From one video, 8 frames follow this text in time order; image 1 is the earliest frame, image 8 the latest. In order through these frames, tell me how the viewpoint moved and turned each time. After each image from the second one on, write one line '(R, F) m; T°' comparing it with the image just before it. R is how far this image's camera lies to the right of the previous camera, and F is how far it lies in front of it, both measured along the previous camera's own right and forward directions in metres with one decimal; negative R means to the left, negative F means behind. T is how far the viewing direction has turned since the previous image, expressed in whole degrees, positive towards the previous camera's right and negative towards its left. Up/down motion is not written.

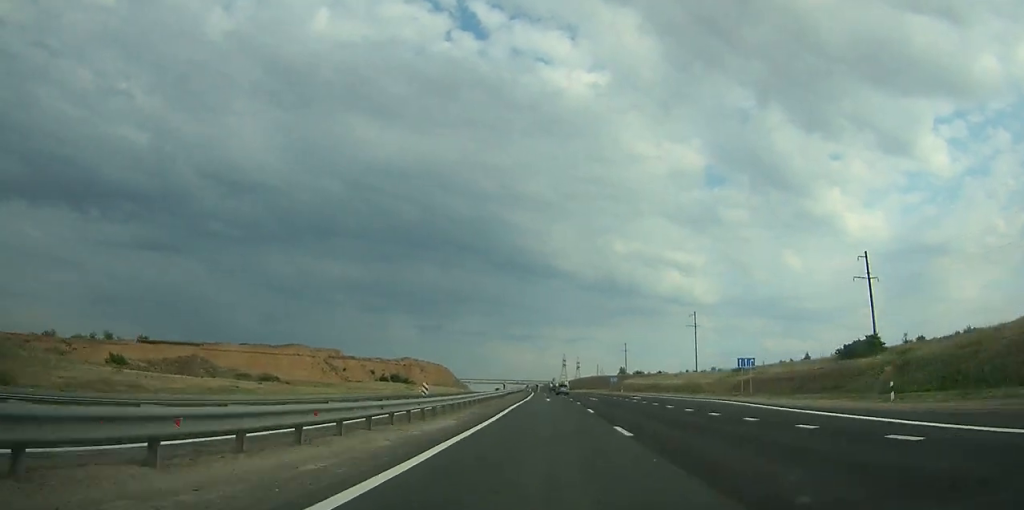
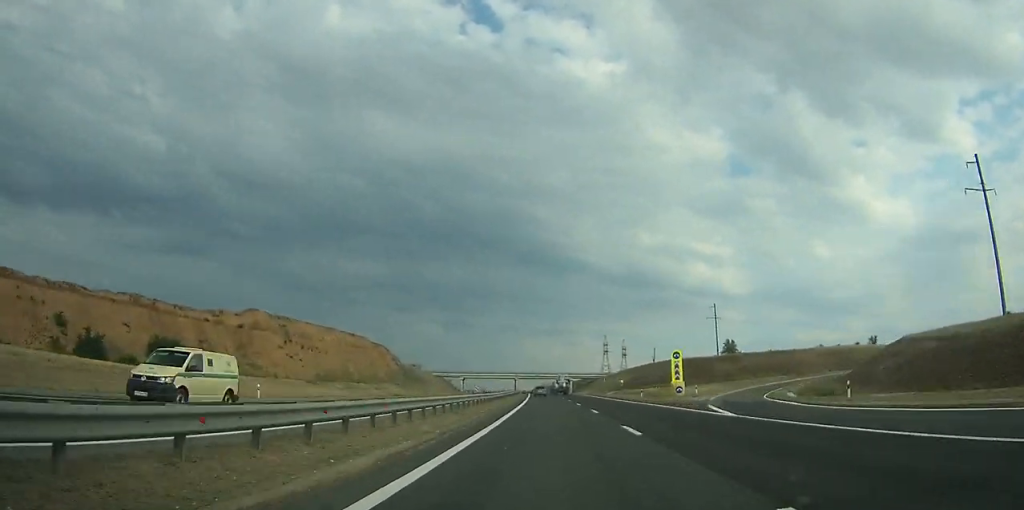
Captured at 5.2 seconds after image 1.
(-4.0, +145.5) m; -3°
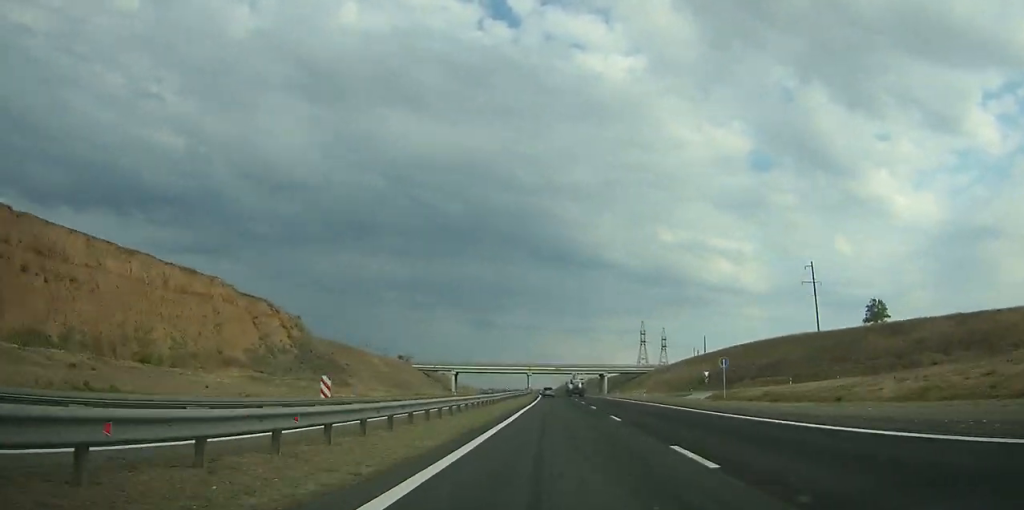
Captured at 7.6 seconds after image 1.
(-1.0, +67.2) m; -2°
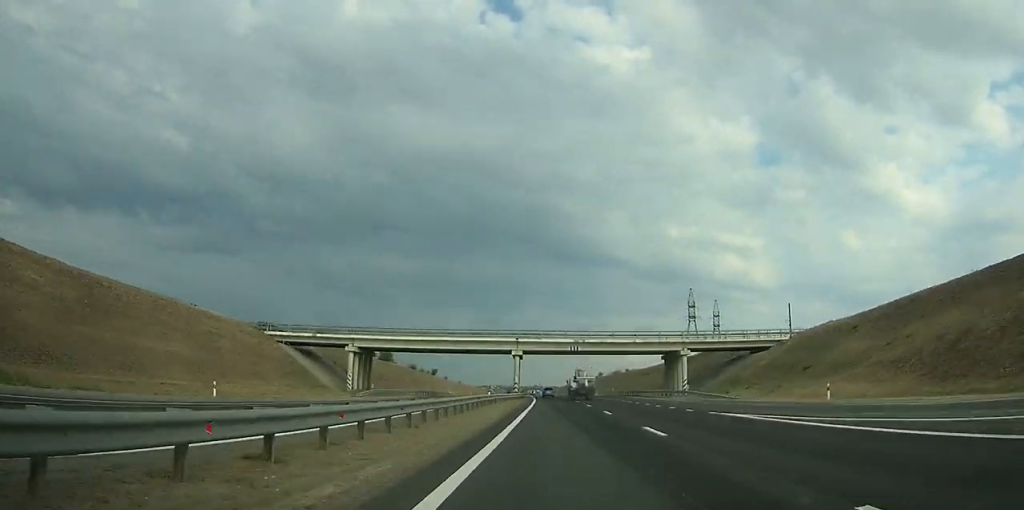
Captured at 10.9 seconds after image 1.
(-1.6, +89.8) m; -2°
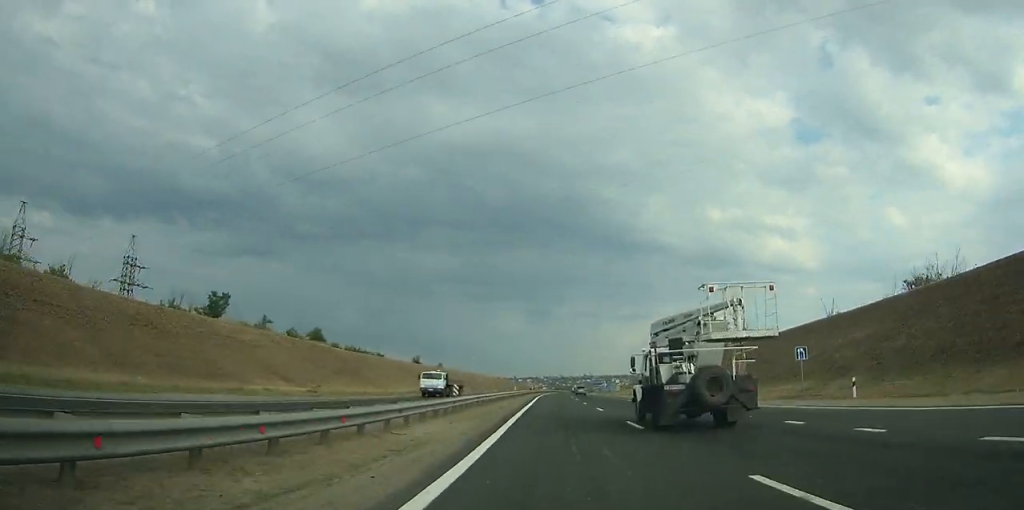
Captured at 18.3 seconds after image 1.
(-8.1, +200.8) m; -4°
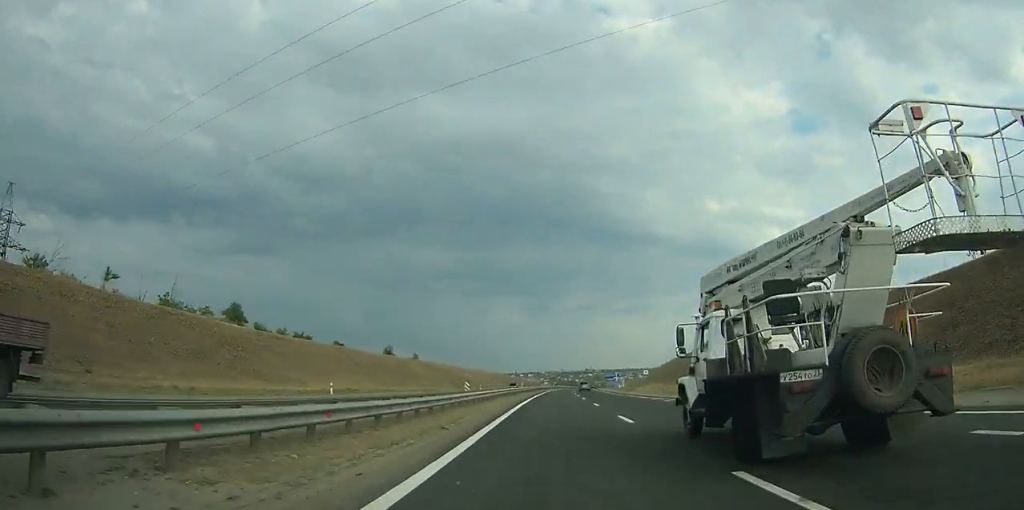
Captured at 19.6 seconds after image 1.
(-0.1, +36.9) m; 0°
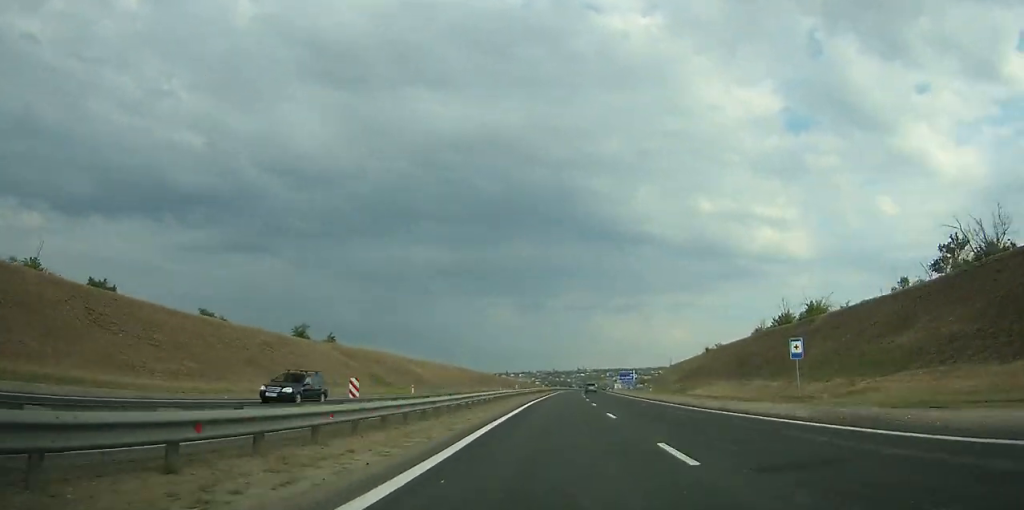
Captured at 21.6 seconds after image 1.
(-0.2, +56.7) m; +1°
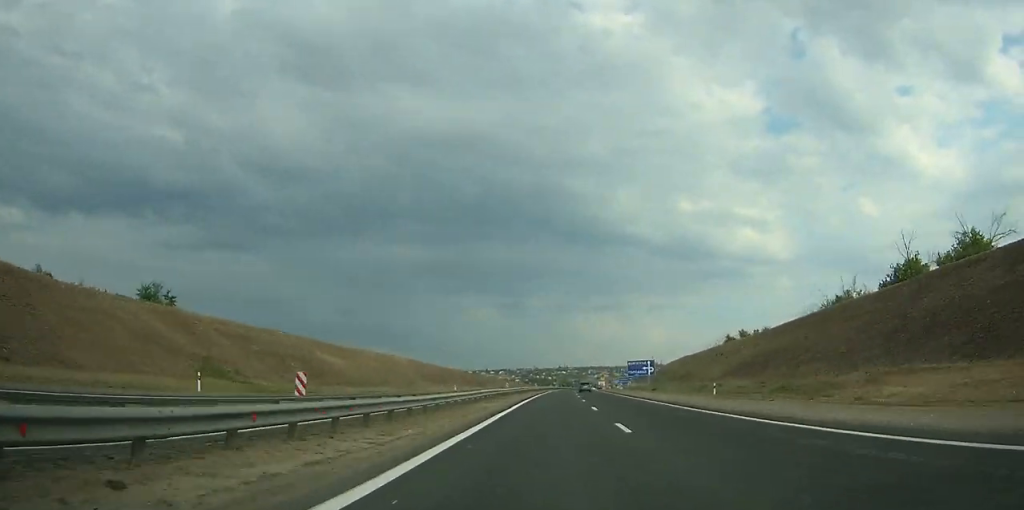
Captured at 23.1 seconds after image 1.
(+0.5, +41.7) m; +1°
